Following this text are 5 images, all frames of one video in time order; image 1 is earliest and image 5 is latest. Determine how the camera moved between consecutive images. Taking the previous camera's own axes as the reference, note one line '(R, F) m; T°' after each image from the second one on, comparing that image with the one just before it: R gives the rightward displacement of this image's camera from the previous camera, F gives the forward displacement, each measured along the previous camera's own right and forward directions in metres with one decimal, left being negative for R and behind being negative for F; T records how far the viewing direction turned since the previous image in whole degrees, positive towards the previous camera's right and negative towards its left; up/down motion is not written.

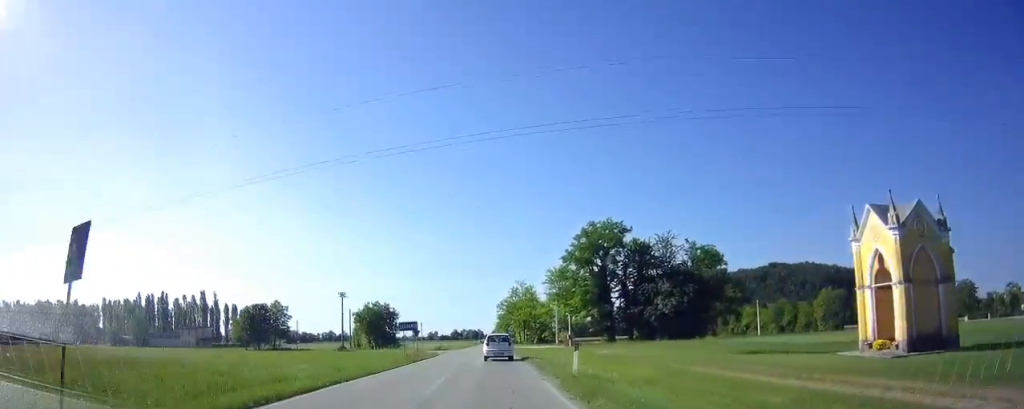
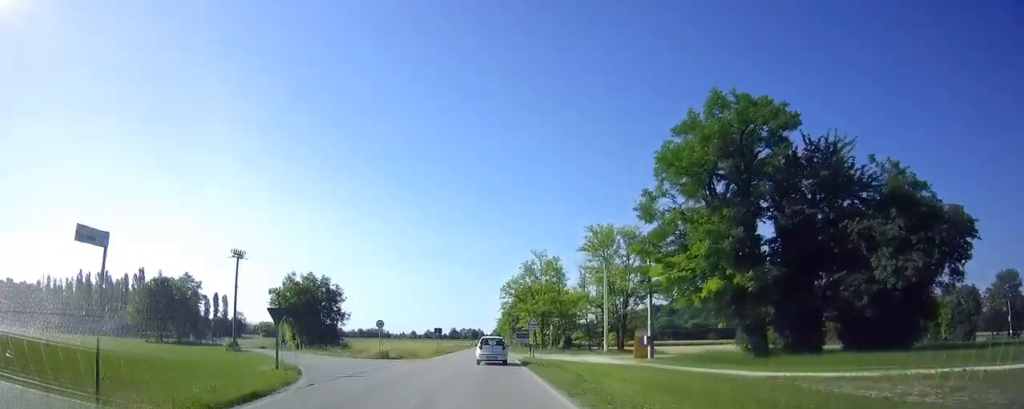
(-0.1, +37.6) m; 0°
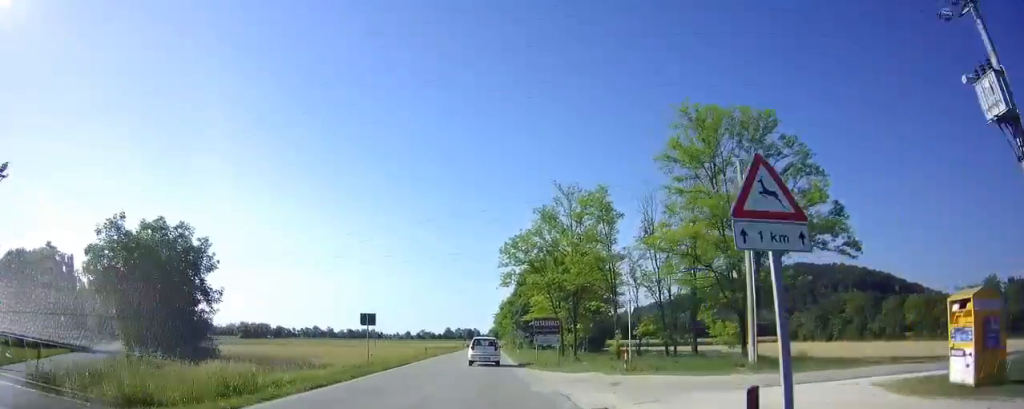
(0.0, +30.2) m; 0°
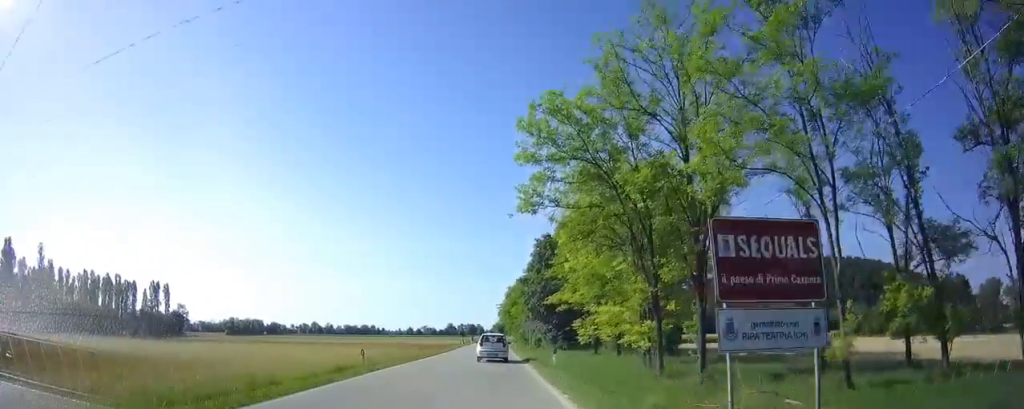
(+0.1, +23.3) m; 0°
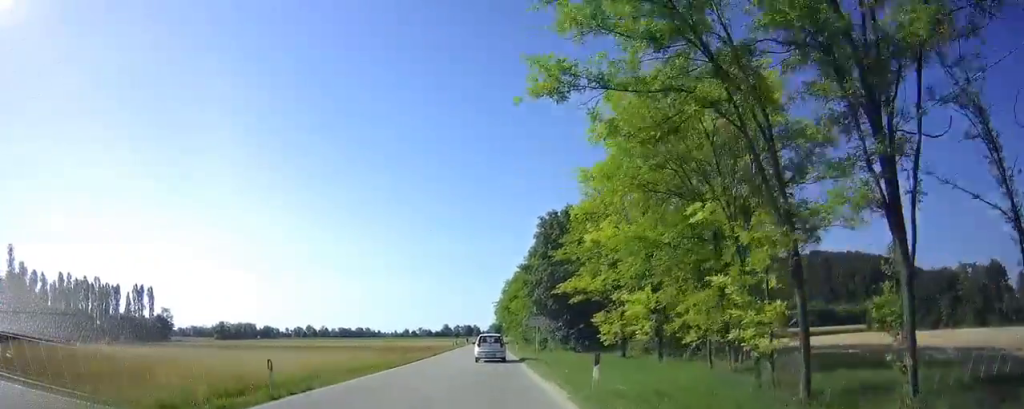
(0.0, +9.1) m; 0°
